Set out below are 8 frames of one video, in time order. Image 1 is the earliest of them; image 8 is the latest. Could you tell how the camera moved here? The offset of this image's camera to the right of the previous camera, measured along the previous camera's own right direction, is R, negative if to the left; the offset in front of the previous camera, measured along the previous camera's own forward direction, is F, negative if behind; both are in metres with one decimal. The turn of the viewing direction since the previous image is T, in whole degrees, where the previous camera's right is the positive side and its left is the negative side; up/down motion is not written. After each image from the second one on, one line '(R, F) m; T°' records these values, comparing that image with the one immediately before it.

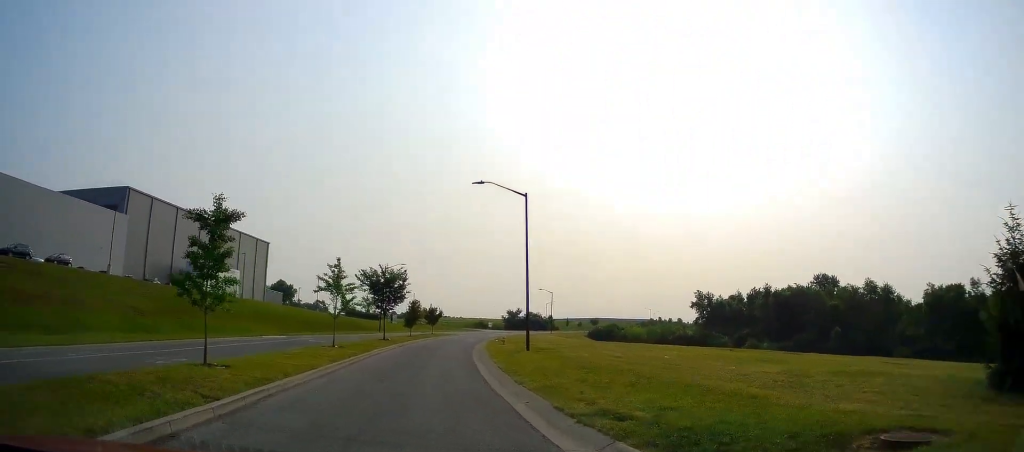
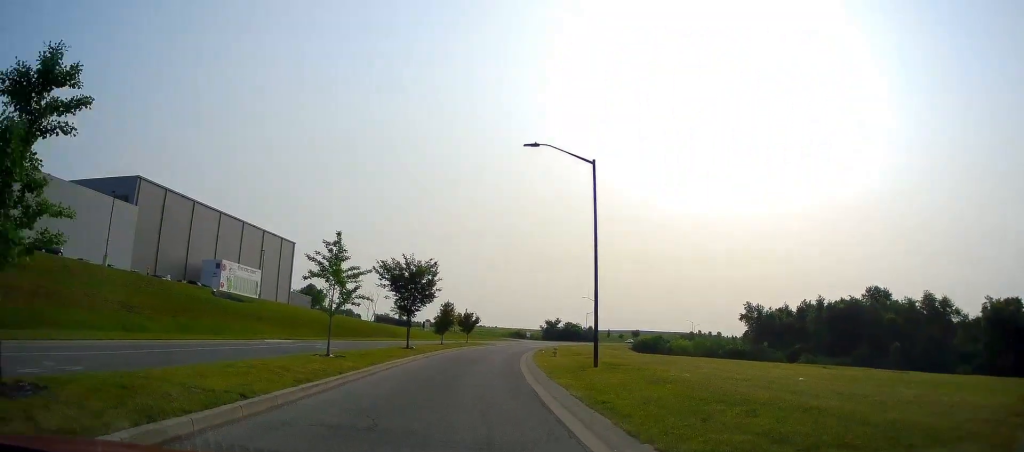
(-1.0, +7.6) m; -10°
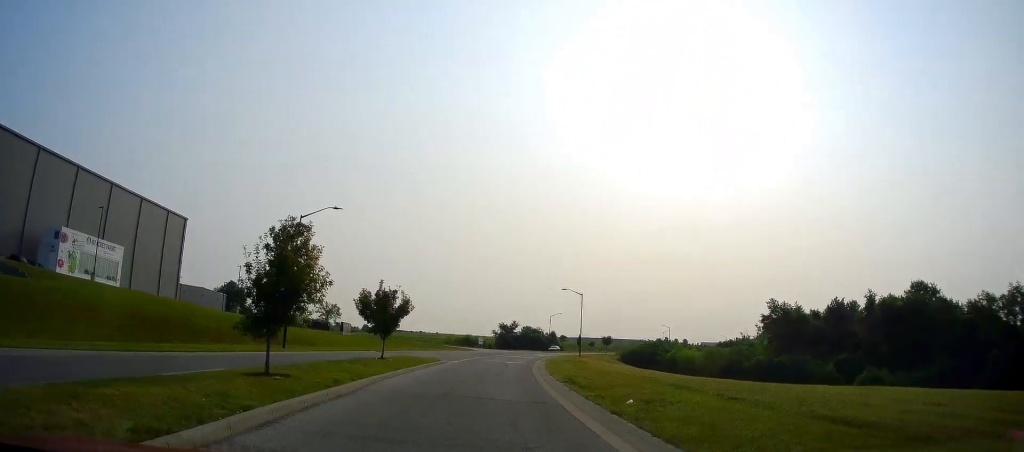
(-2.3, +34.1) m; -1°
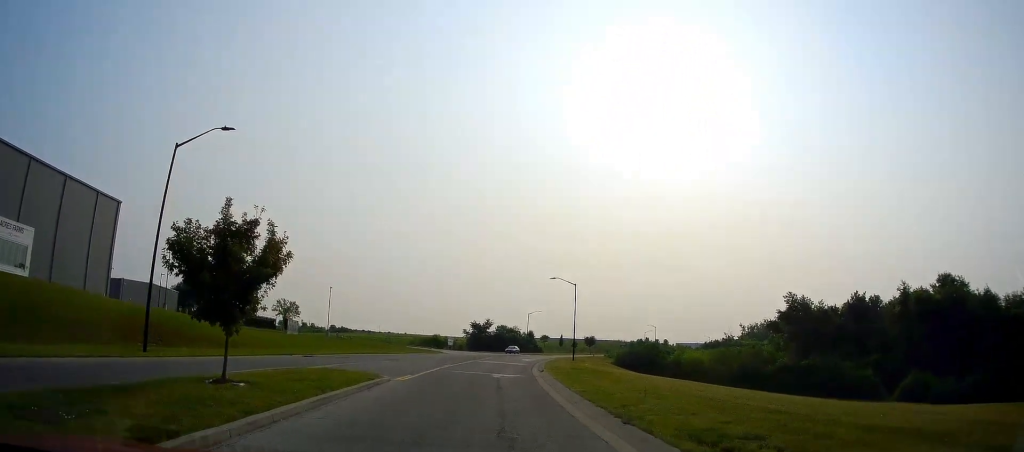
(+0.5, +15.7) m; +4°
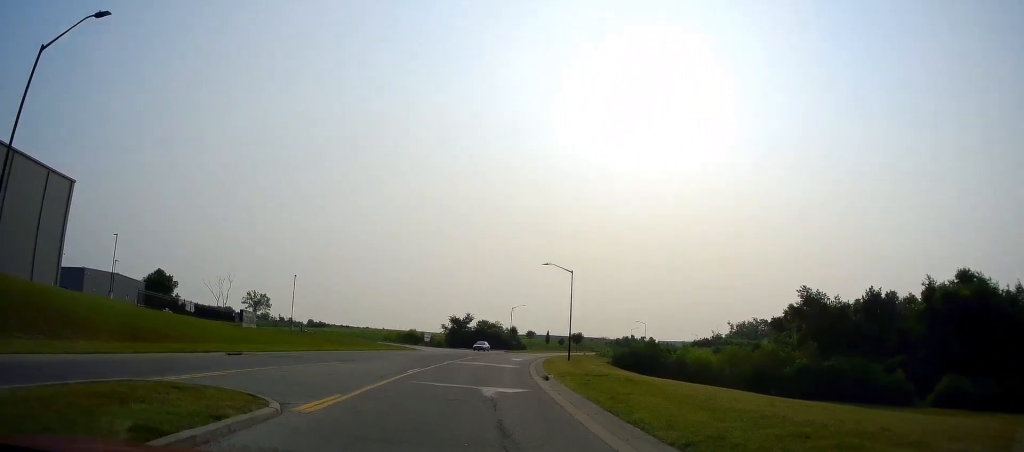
(+0.2, +9.6) m; +2°
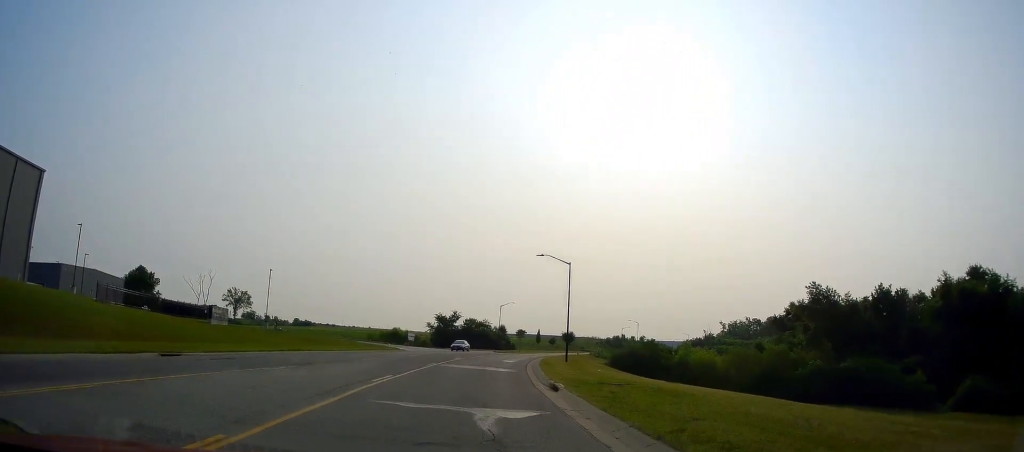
(0.0, +5.6) m; 0°
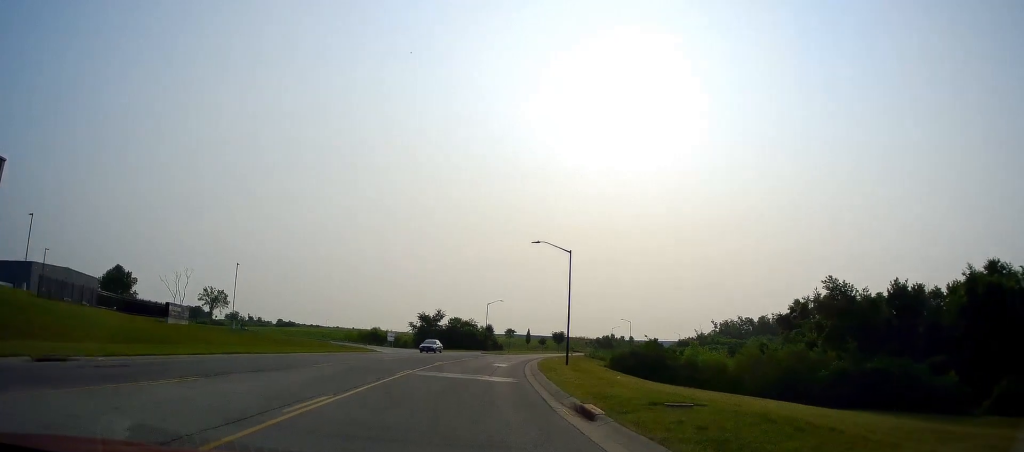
(0.0, +7.1) m; +1°
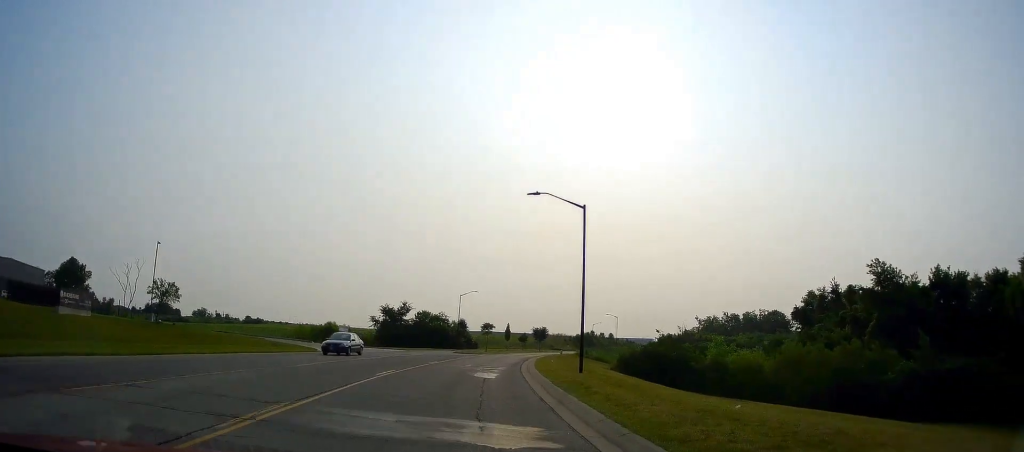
(+0.4, +13.9) m; +5°
